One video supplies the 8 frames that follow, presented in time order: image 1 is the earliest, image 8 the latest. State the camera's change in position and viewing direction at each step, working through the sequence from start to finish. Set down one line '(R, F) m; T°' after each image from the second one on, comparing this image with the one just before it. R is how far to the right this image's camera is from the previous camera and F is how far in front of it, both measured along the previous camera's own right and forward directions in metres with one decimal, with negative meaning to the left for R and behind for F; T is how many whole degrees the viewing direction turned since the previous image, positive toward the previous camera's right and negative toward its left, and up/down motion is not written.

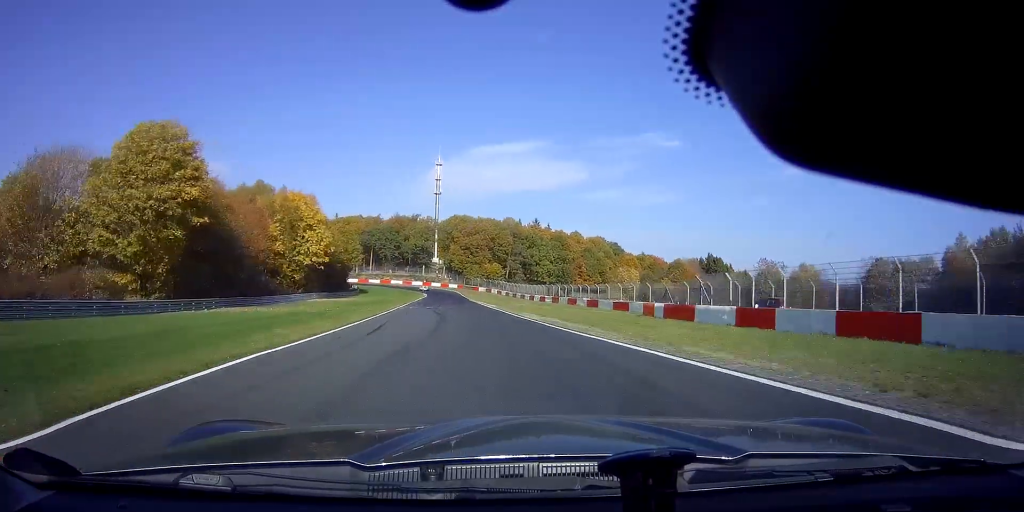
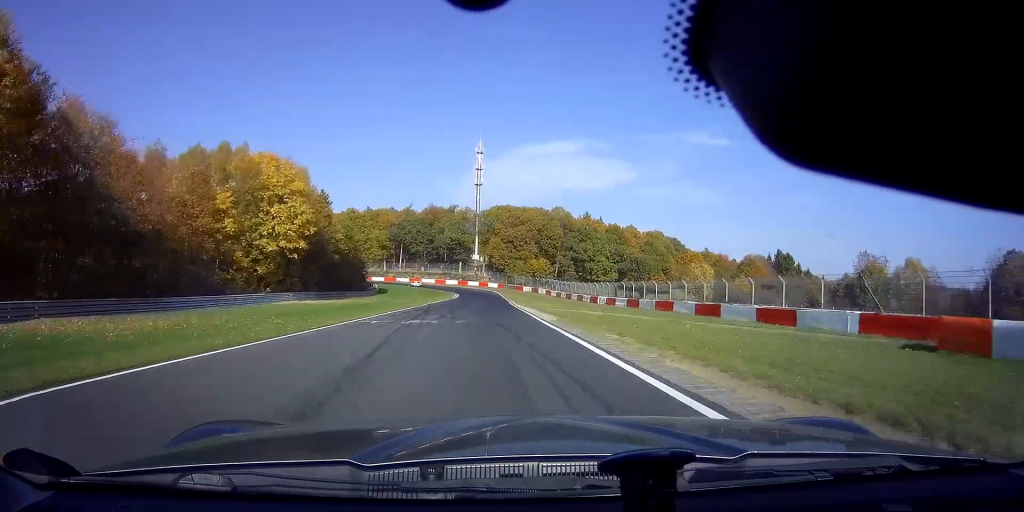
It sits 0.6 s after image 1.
(-1.1, +23.4) m; -4°
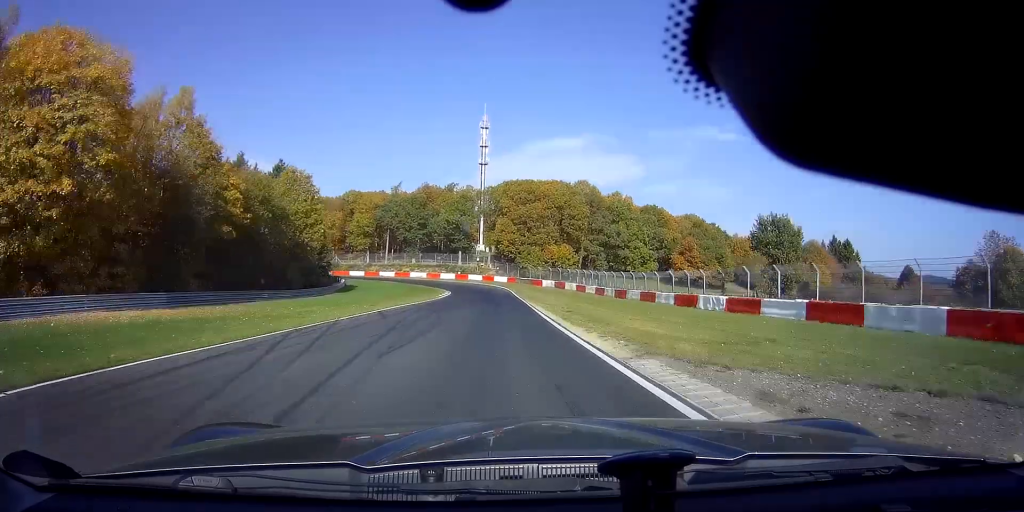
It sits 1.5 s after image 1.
(-1.1, +31.5) m; -2°
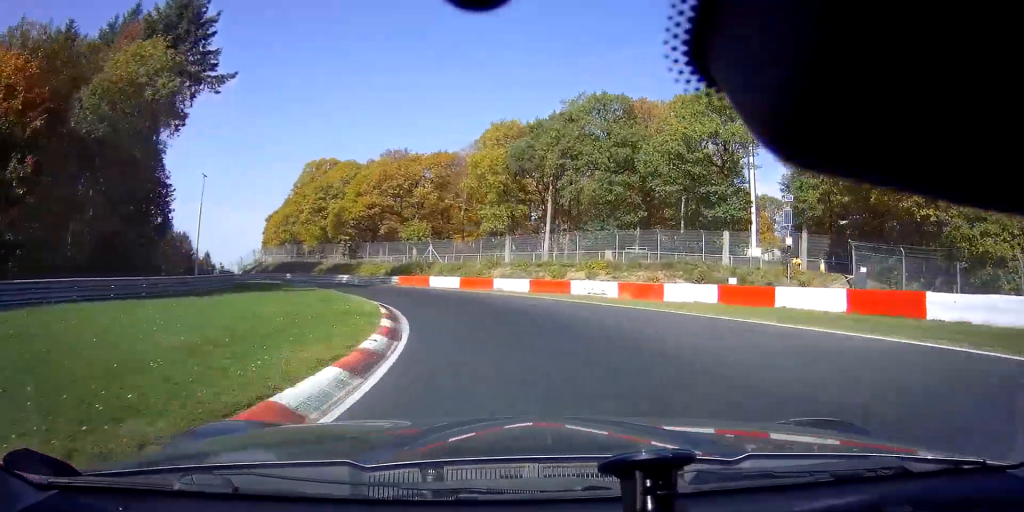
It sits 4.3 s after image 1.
(-12.7, +80.9) m; -34°
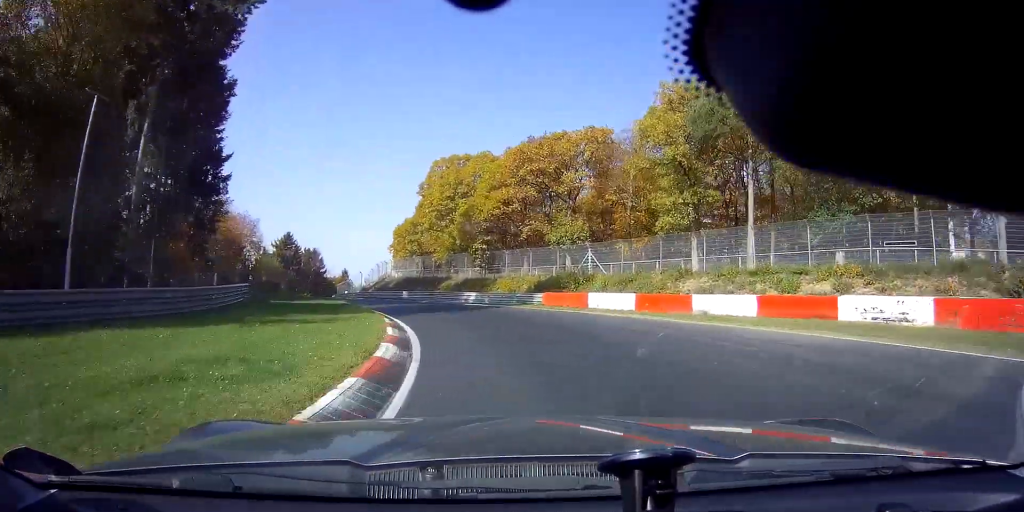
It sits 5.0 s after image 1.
(-2.9, +16.8) m; -15°
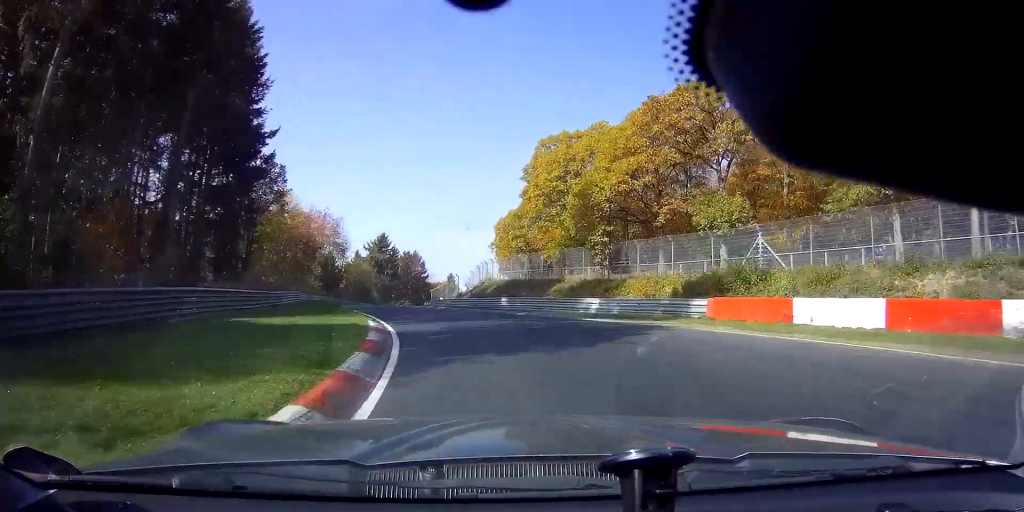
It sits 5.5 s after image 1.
(-0.8, +13.8) m; -12°
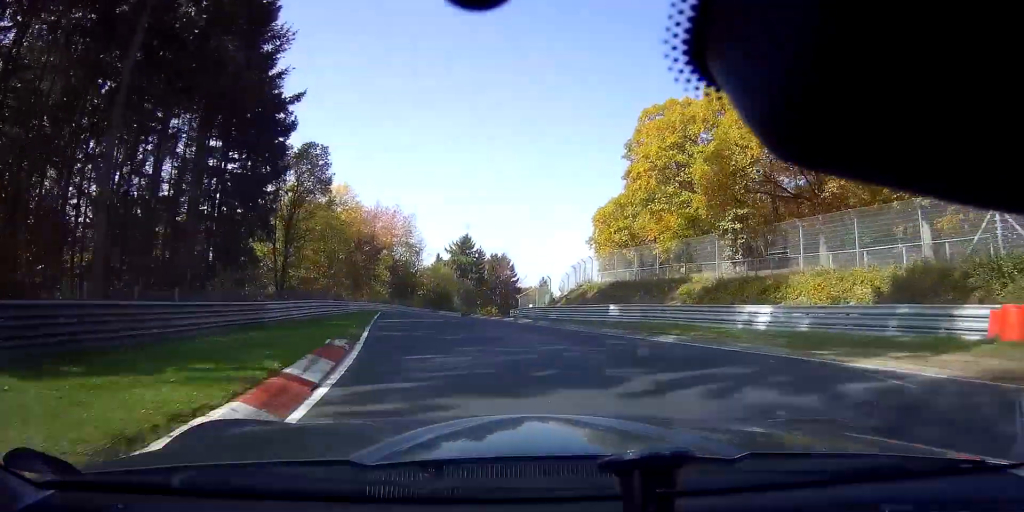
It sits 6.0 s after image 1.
(-1.8, +12.4) m; -5°
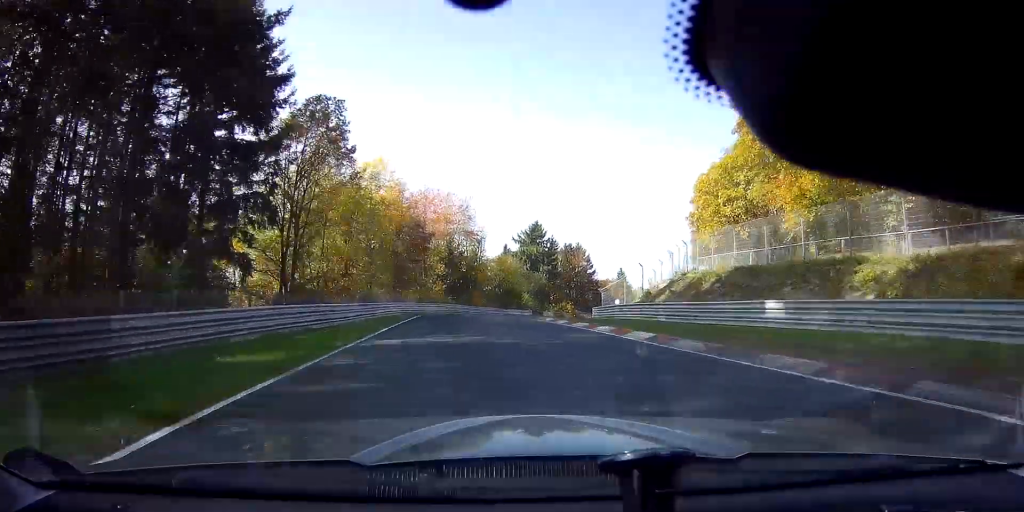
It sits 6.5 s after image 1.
(-0.7, +12.5) m; -5°
